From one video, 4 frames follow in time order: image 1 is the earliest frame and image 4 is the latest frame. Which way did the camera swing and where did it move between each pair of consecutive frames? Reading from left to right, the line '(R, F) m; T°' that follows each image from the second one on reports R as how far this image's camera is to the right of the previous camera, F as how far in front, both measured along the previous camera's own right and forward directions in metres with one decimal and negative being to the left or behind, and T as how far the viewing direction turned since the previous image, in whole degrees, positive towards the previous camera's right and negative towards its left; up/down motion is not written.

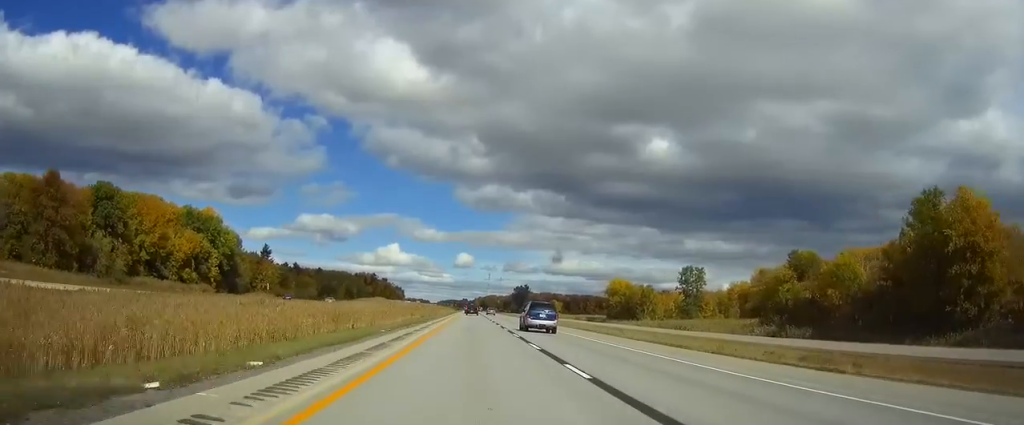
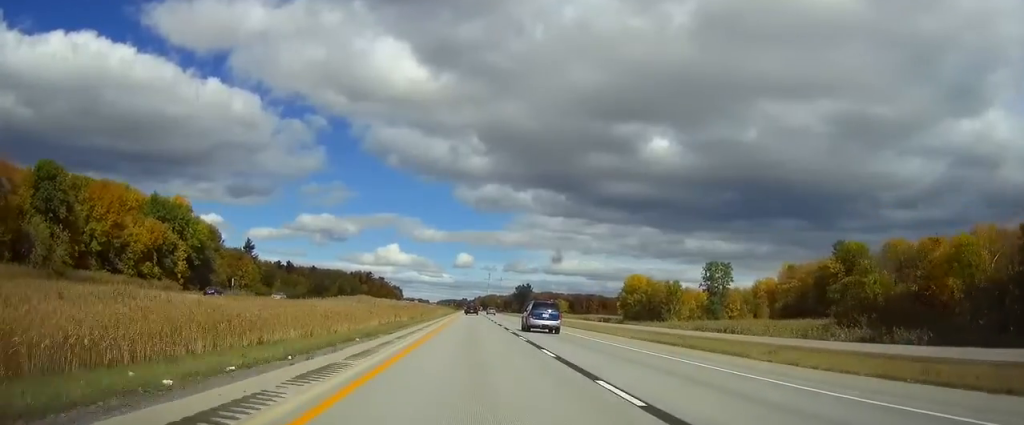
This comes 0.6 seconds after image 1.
(0.0, +21.4) m; 0°
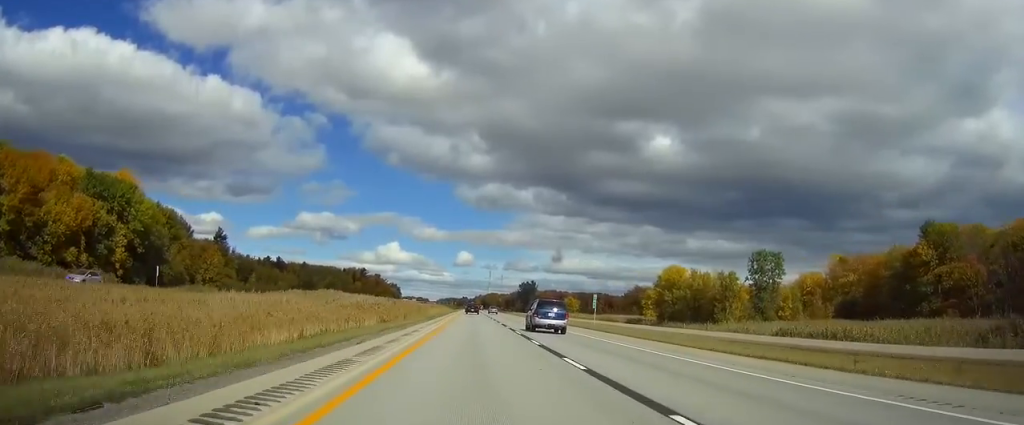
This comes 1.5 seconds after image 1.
(0.0, +30.8) m; 0°
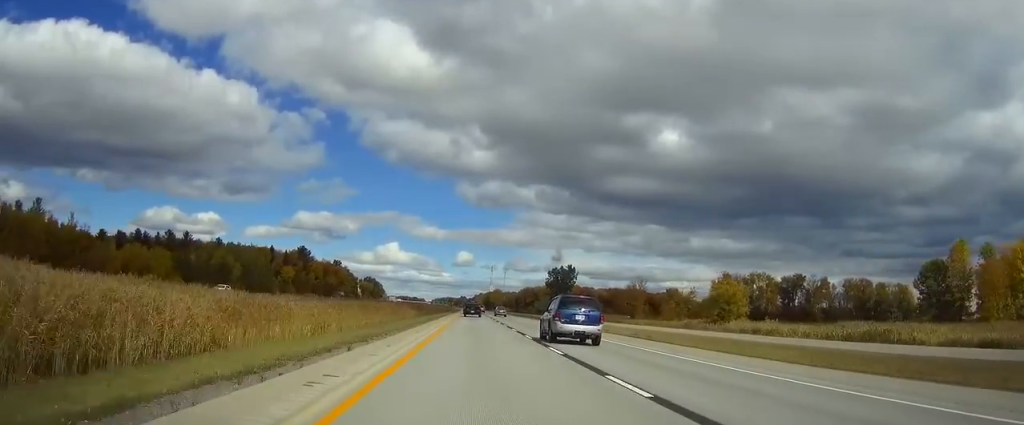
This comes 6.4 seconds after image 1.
(-0.1, +173.4) m; 0°
